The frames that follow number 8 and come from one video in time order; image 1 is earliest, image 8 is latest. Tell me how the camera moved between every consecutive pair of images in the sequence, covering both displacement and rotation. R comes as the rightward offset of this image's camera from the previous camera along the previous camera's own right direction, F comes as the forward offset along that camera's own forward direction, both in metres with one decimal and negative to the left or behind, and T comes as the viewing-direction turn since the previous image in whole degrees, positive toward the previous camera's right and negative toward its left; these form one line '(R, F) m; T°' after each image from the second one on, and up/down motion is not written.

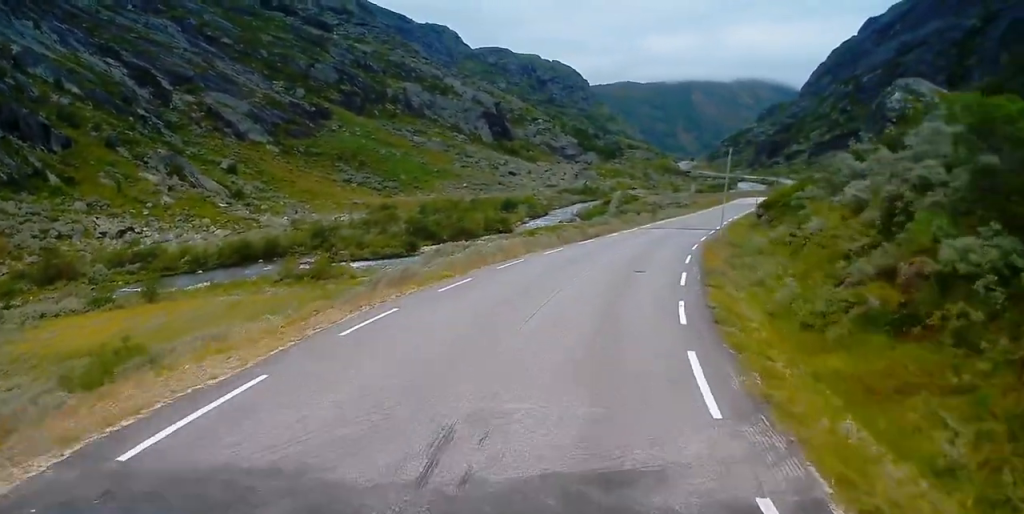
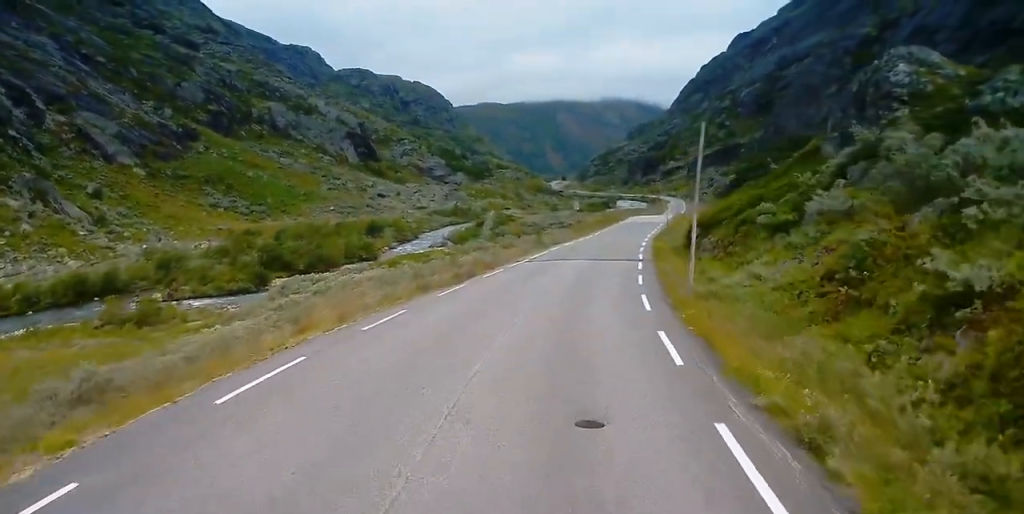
(+0.9, +14.8) m; +5°
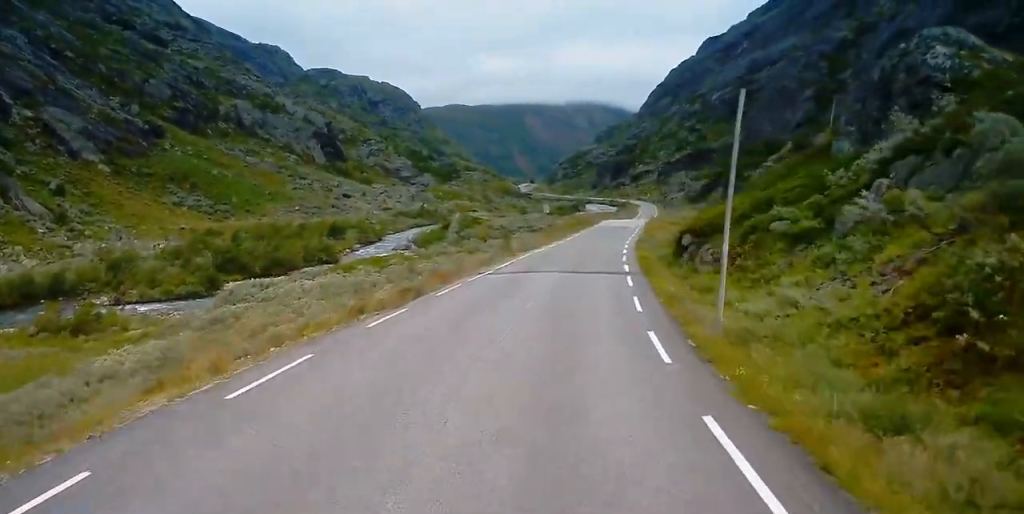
(+0.1, +5.6) m; +1°
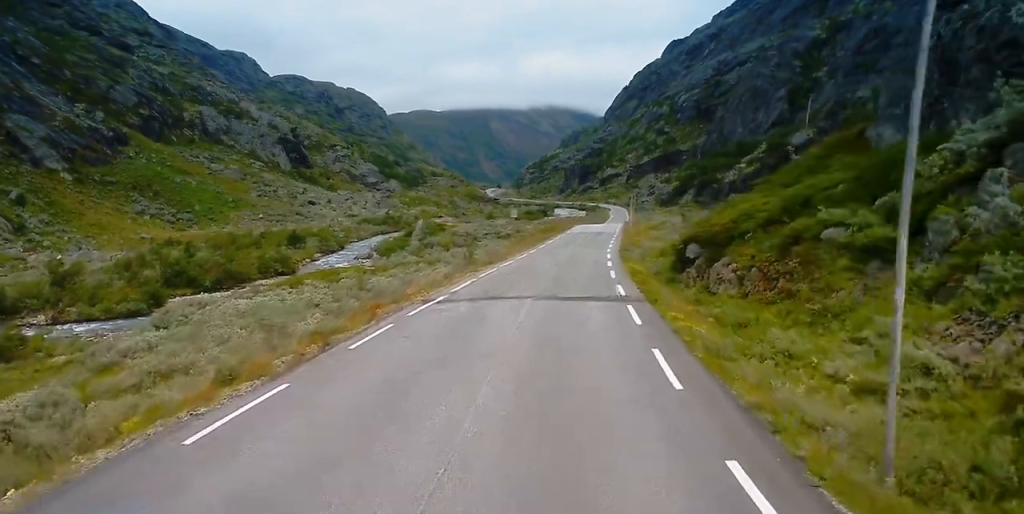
(0.0, +7.3) m; +1°
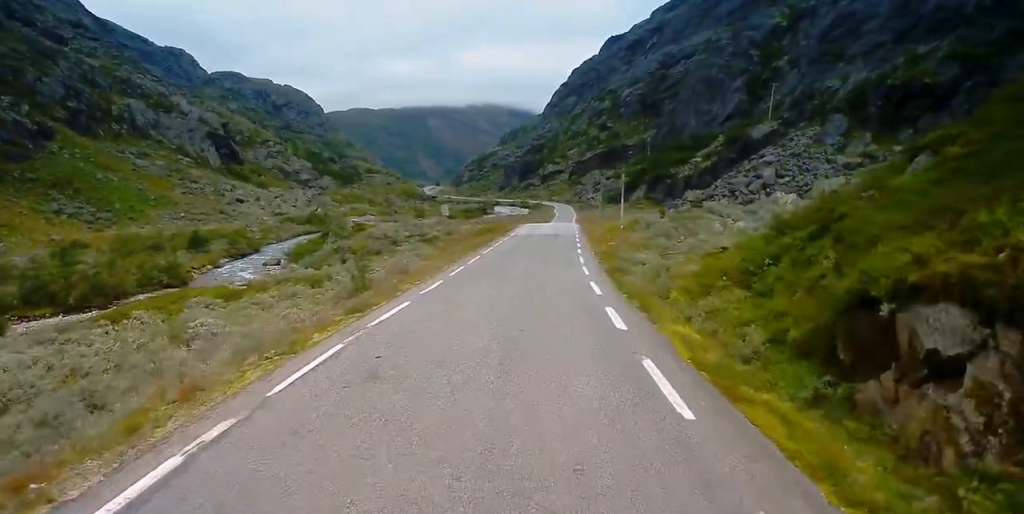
(+0.1, +20.2) m; -1°
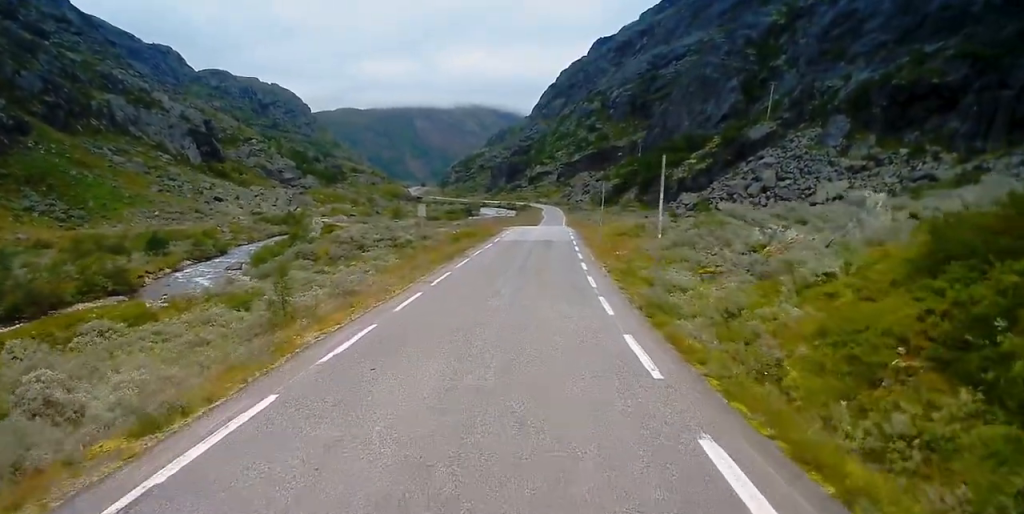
(-0.2, +10.4) m; 0°
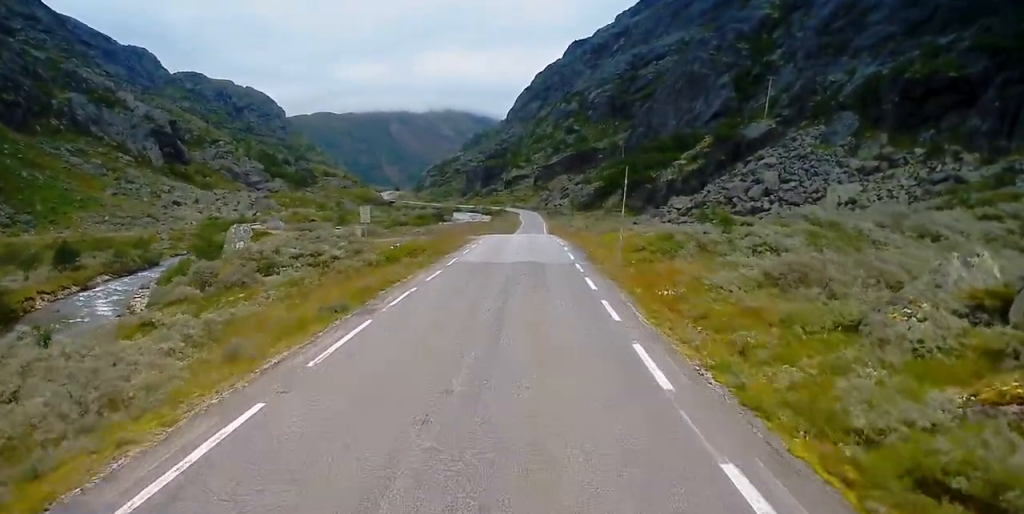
(+0.8, +19.3) m; +5°
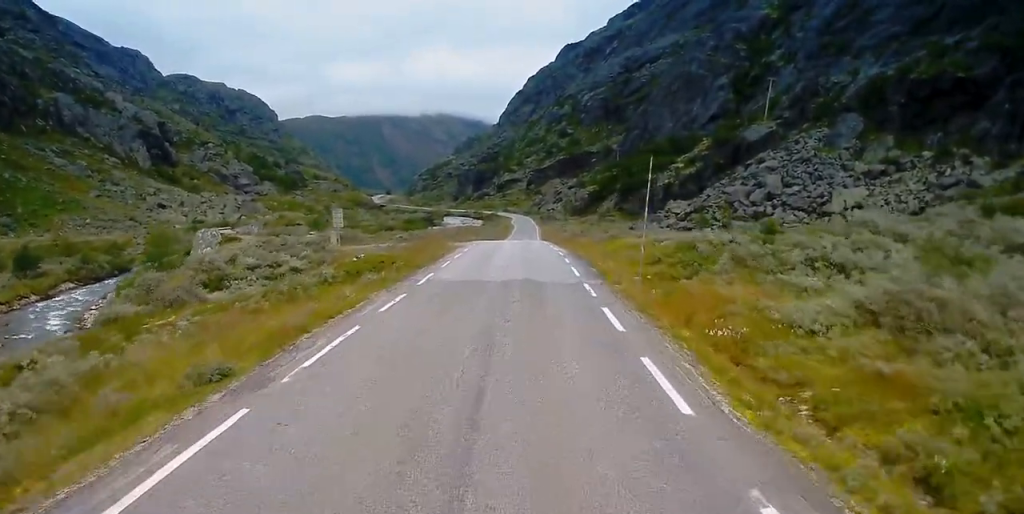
(+0.1, +7.1) m; +1°
